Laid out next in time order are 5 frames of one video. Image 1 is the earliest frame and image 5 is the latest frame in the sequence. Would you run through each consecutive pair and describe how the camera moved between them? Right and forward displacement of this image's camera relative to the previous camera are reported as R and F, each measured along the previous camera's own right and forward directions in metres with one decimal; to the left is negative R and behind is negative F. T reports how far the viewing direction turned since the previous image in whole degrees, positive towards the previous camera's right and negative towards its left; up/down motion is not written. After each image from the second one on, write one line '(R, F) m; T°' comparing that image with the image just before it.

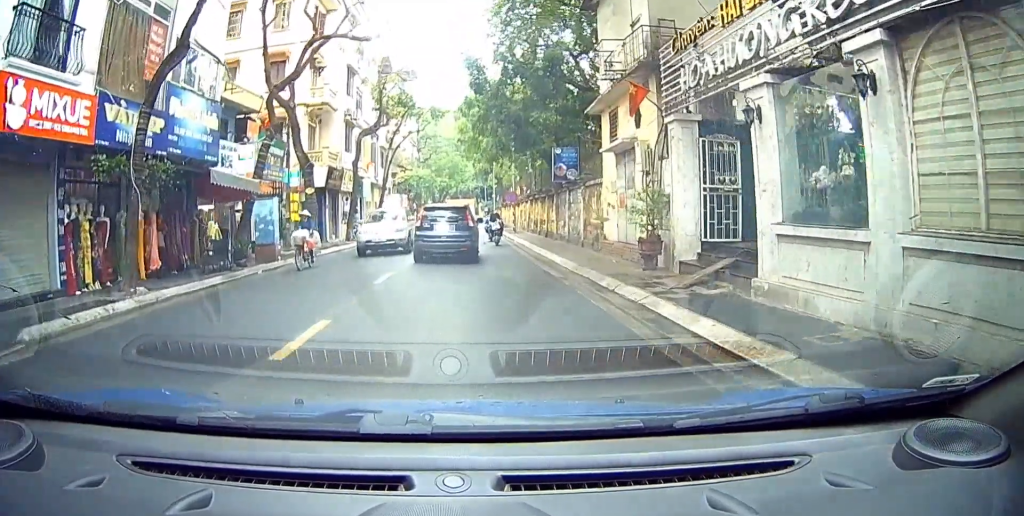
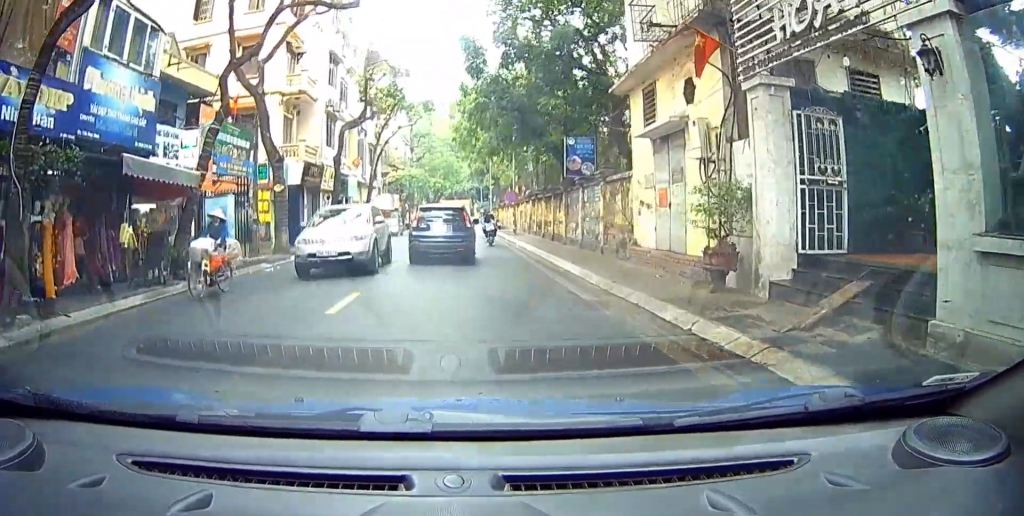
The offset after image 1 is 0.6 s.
(0.0, +2.1) m; 0°
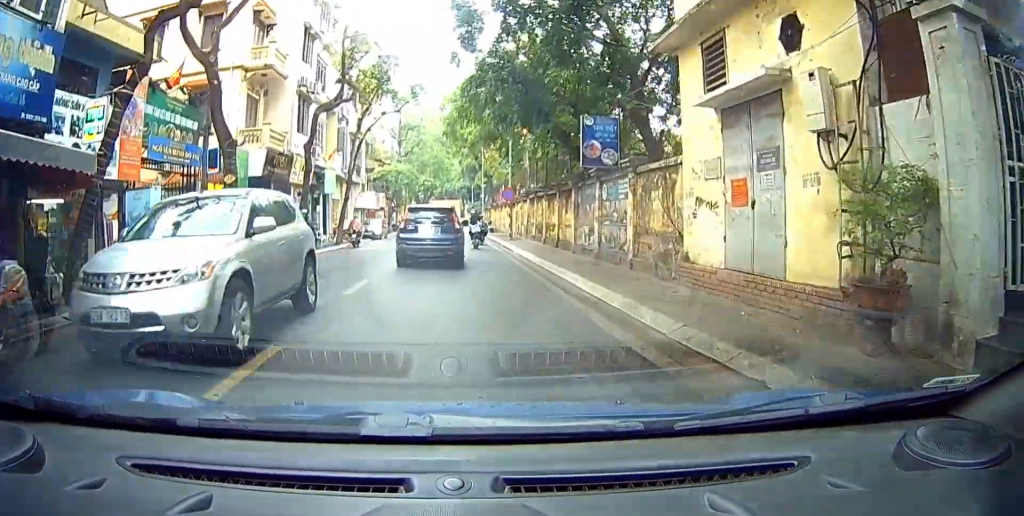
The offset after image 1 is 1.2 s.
(0.0, +2.3) m; 0°
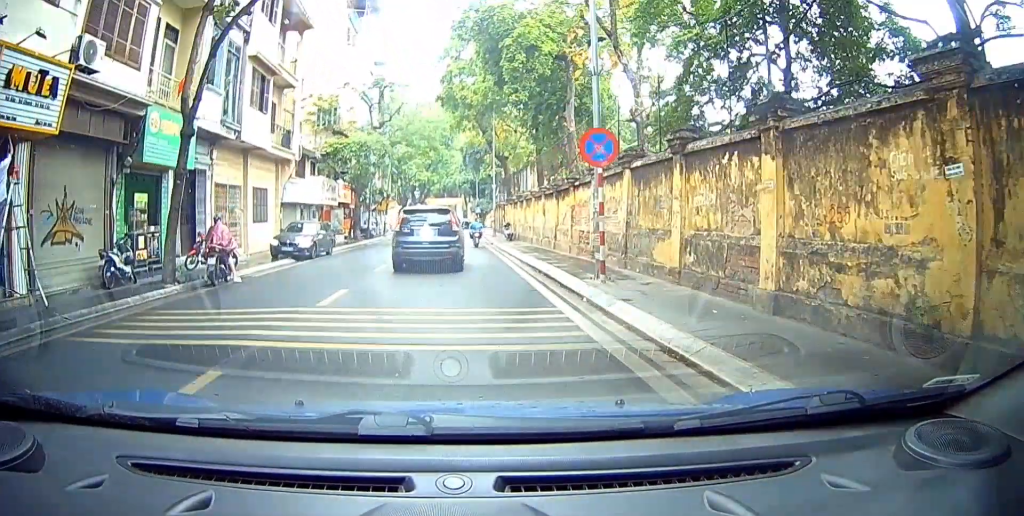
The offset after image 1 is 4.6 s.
(0.0, +17.9) m; 0°
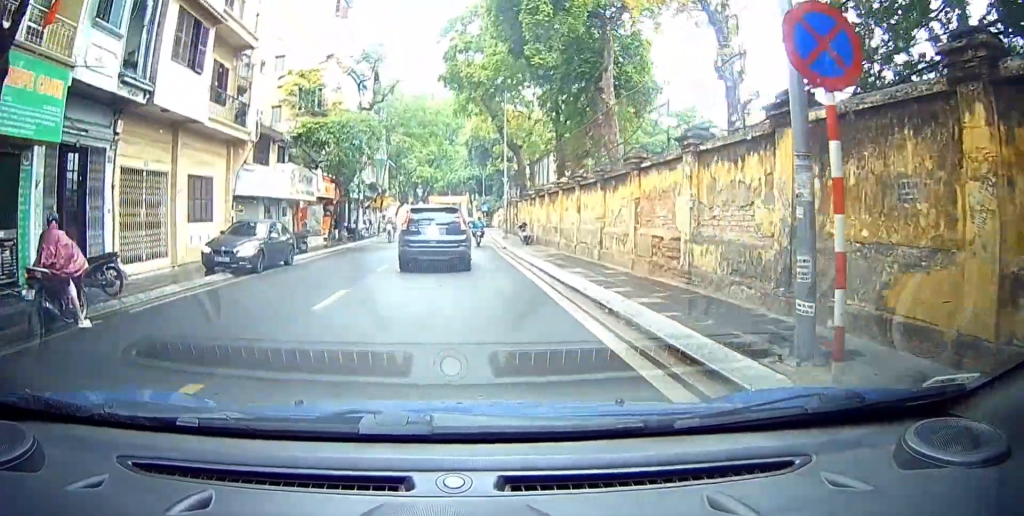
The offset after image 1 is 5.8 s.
(0.0, +6.6) m; 0°
